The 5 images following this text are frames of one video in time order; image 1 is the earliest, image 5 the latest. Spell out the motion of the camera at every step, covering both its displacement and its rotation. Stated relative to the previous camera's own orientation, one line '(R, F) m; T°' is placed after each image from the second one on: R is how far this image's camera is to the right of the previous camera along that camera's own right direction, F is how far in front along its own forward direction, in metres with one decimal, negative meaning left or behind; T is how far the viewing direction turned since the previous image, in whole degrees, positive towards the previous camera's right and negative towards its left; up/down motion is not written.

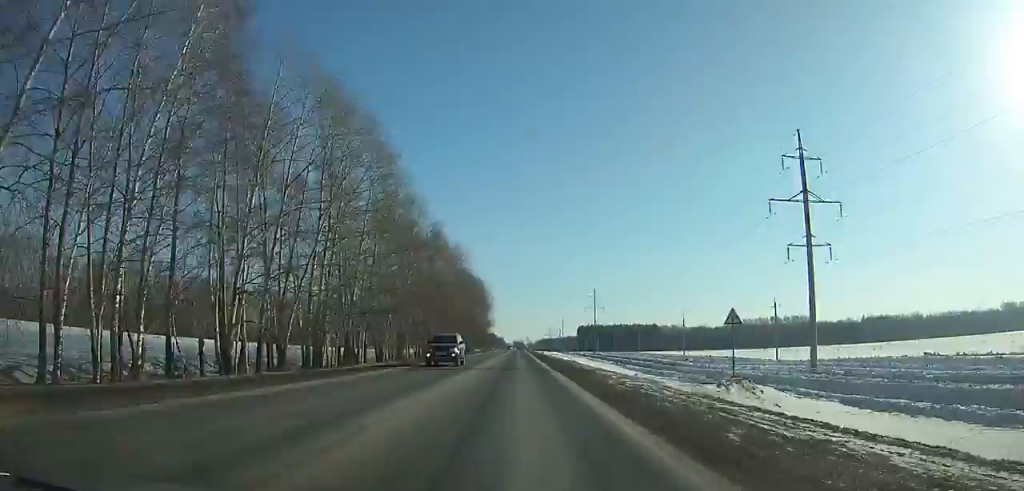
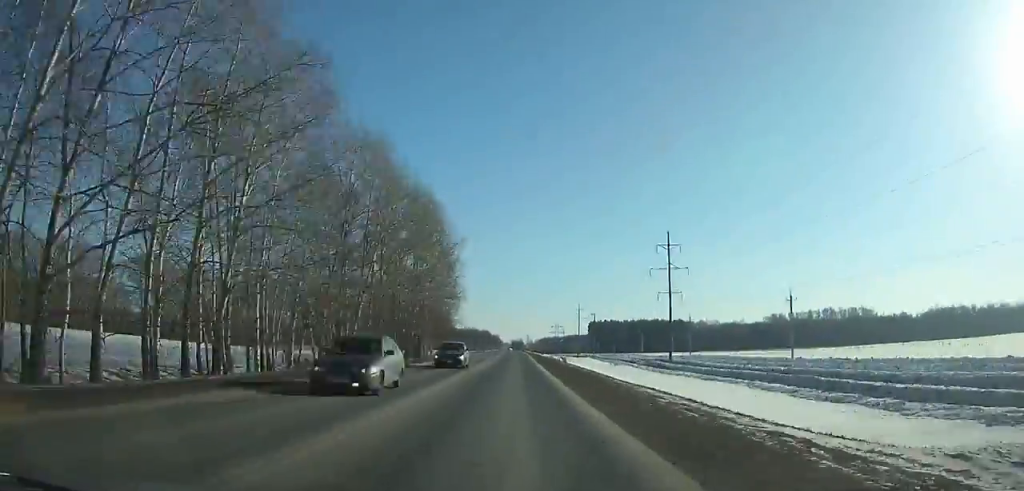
(-0.1, +99.6) m; 0°
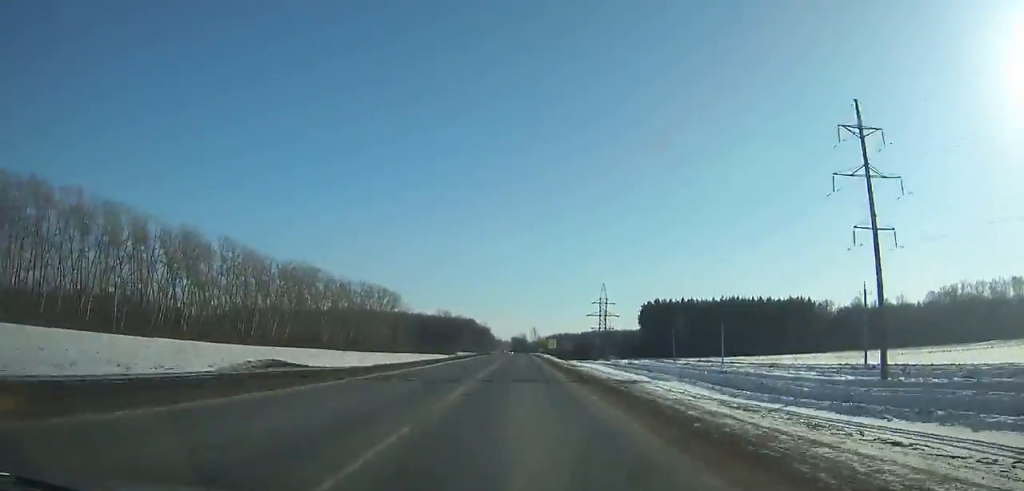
(+1.5, +206.8) m; +1°
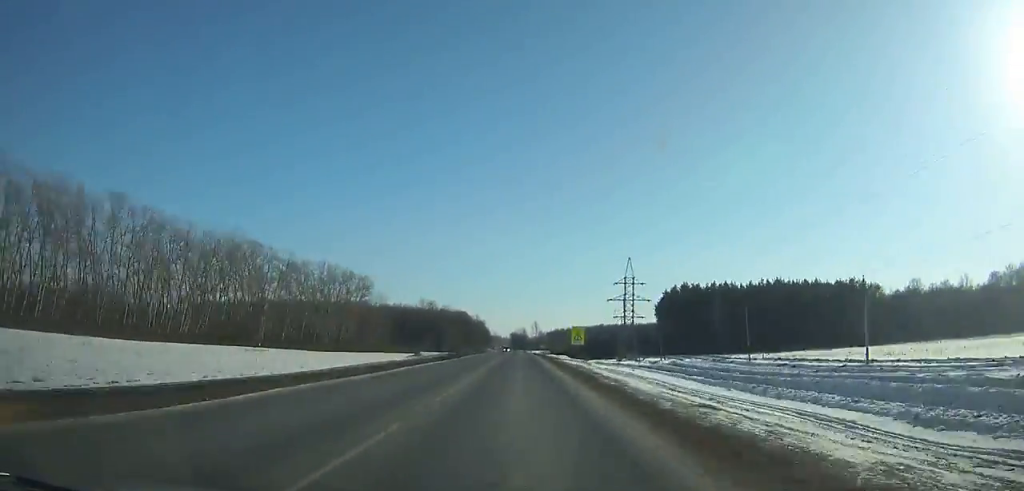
(-0.1, +47.2) m; 0°
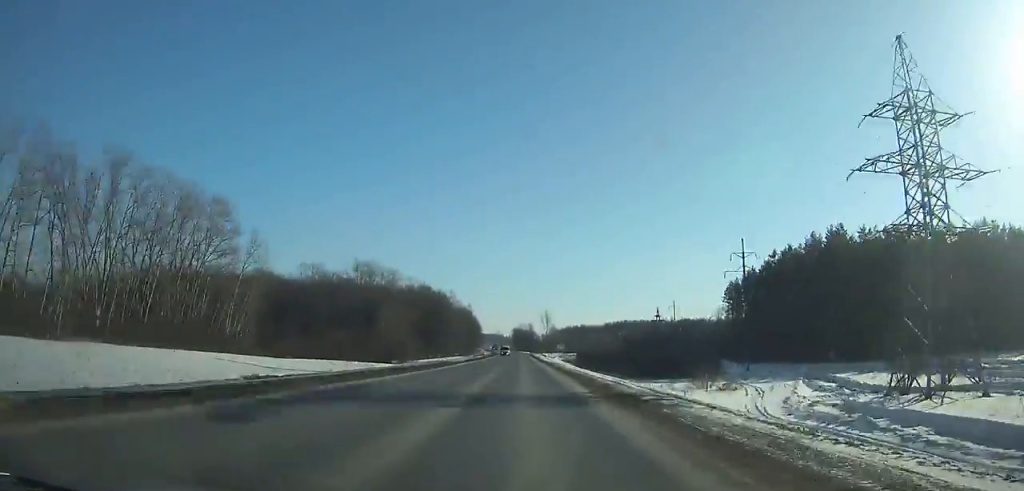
(-0.3, +106.7) m; 0°
